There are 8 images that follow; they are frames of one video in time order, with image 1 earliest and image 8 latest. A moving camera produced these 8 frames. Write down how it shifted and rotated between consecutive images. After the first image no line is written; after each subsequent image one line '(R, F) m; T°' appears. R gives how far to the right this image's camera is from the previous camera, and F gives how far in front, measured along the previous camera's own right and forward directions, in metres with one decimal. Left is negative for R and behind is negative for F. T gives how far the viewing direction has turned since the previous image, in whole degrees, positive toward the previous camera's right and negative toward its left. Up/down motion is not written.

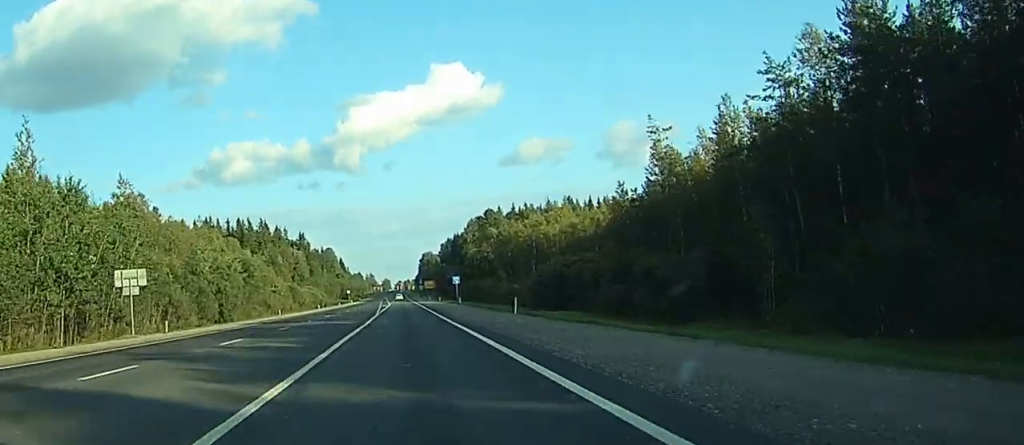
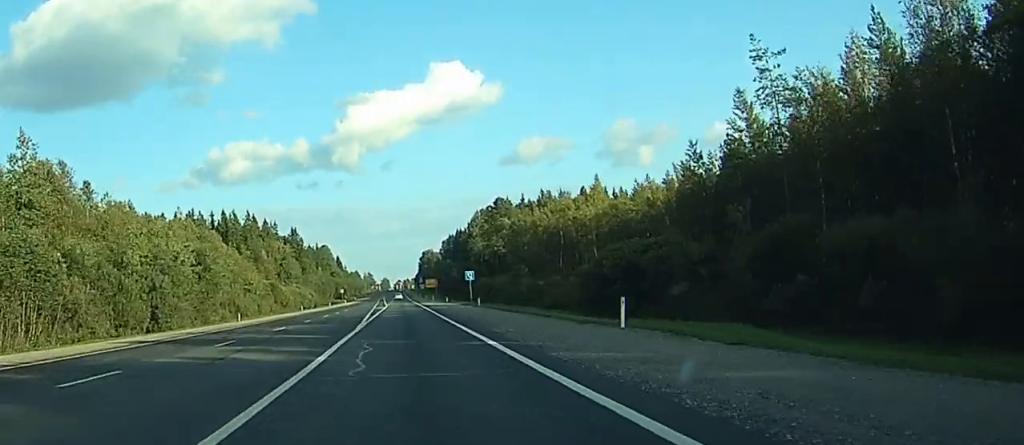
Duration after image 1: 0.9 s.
(0.0, +25.1) m; 0°
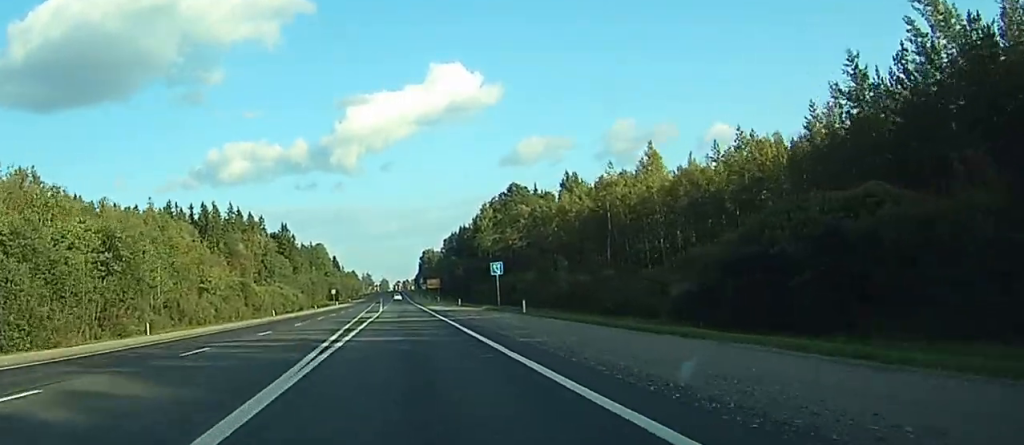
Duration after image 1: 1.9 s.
(0.0, +27.8) m; 0°
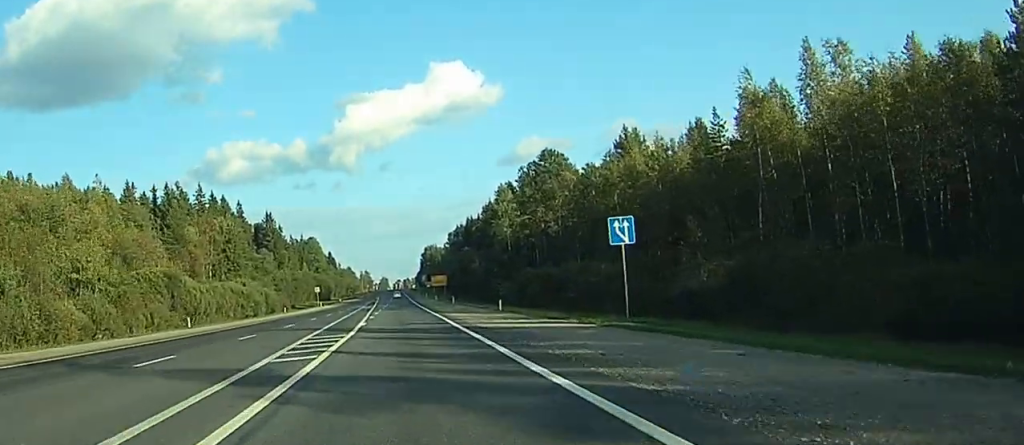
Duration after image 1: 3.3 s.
(0.0, +39.8) m; 0°
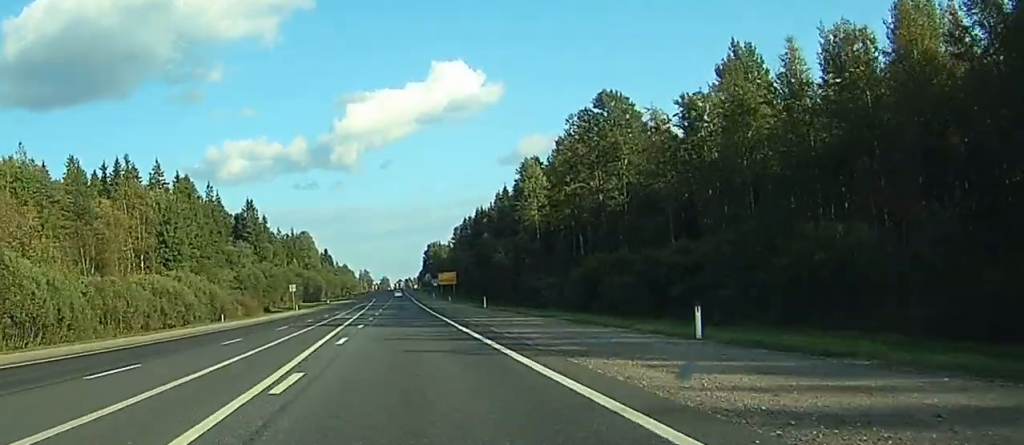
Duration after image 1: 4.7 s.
(0.0, +38.8) m; 0°
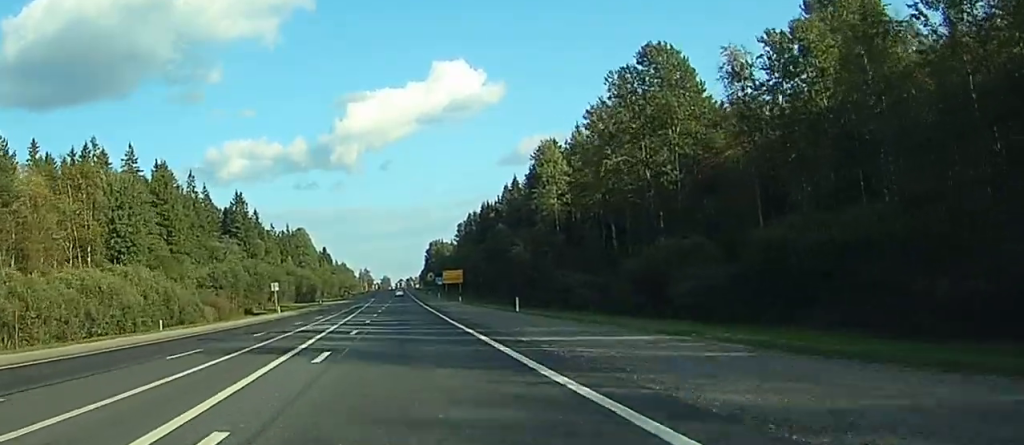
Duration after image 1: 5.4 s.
(0.0, +18.5) m; 0°
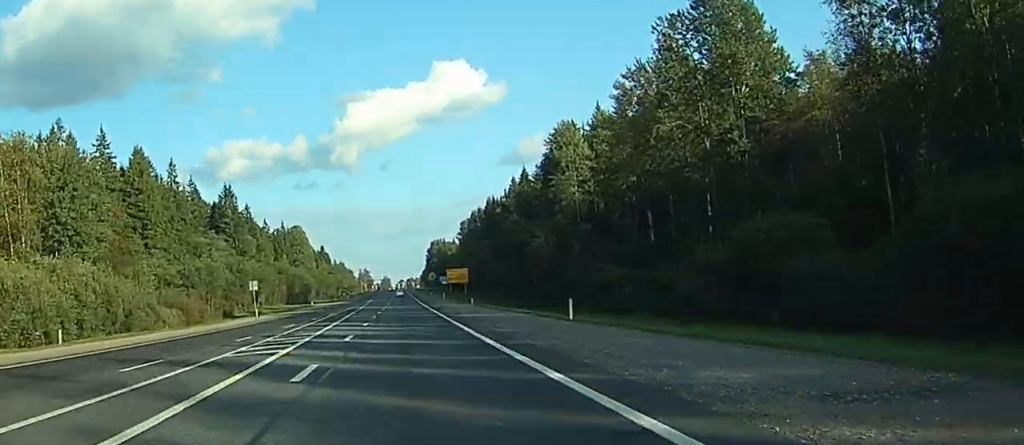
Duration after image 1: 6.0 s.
(0.0, +15.7) m; 0°
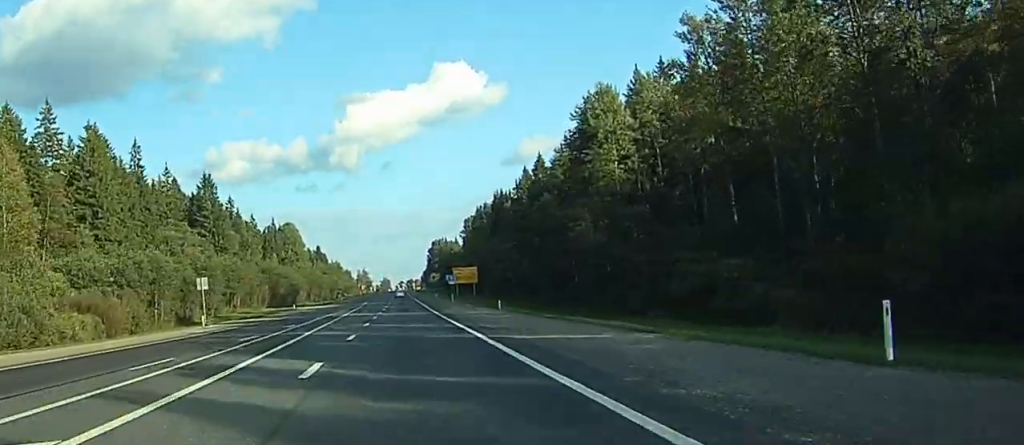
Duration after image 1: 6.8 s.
(0.0, +23.1) m; 0°
